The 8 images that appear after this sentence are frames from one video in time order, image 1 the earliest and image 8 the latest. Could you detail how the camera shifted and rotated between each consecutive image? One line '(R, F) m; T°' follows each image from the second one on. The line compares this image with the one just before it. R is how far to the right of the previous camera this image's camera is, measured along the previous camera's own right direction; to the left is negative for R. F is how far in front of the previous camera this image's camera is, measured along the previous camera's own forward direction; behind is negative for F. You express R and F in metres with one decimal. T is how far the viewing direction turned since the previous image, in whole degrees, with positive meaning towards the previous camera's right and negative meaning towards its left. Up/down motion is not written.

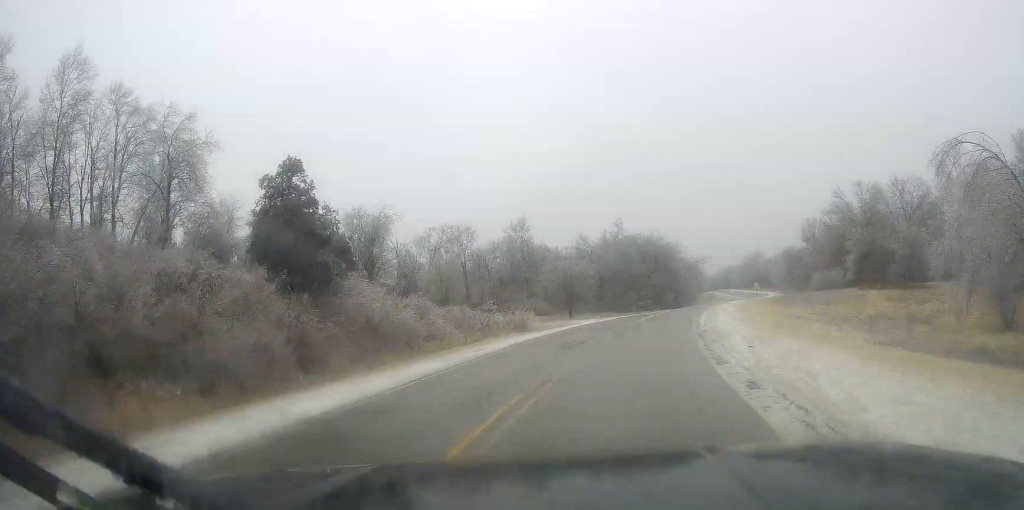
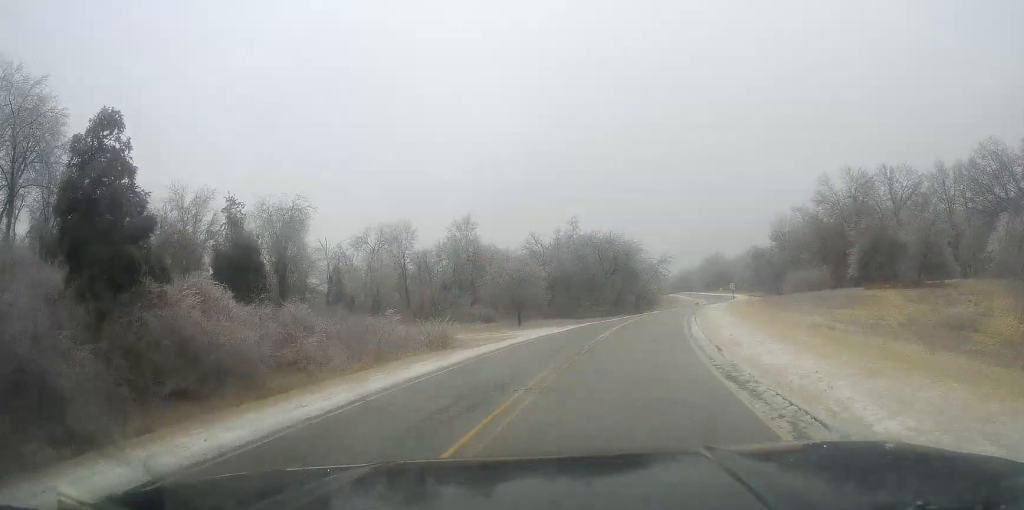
(+0.7, +12.9) m; +3°
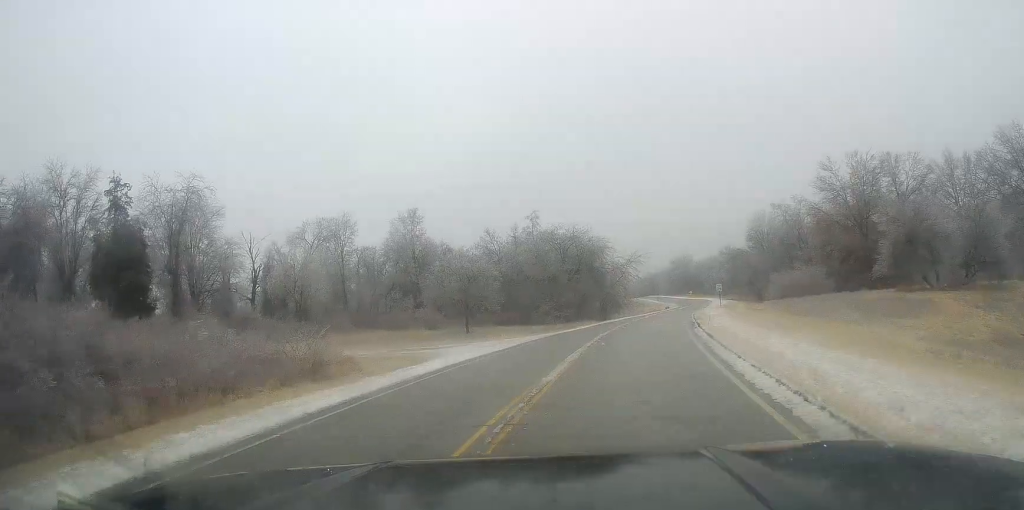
(0.0, +13.8) m; +2°
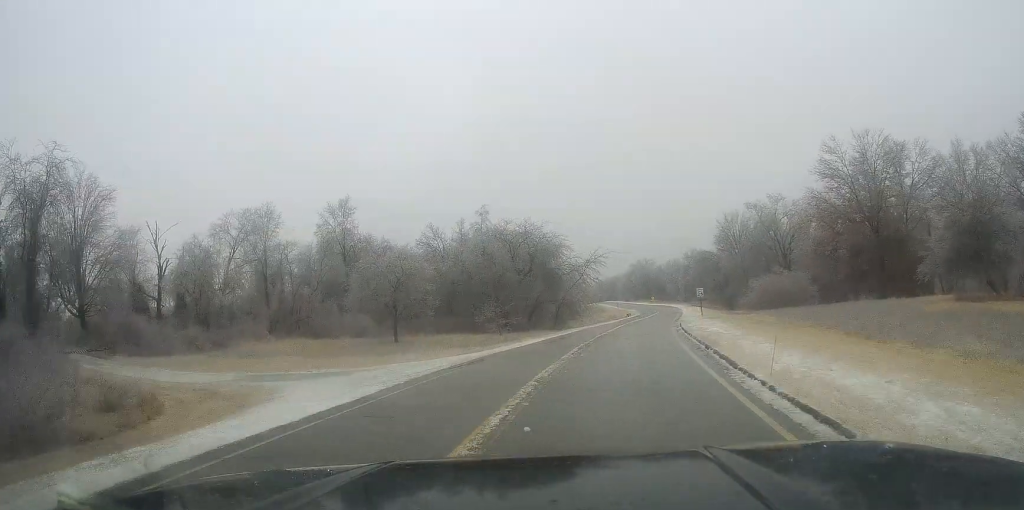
(+0.6, +13.4) m; +4°
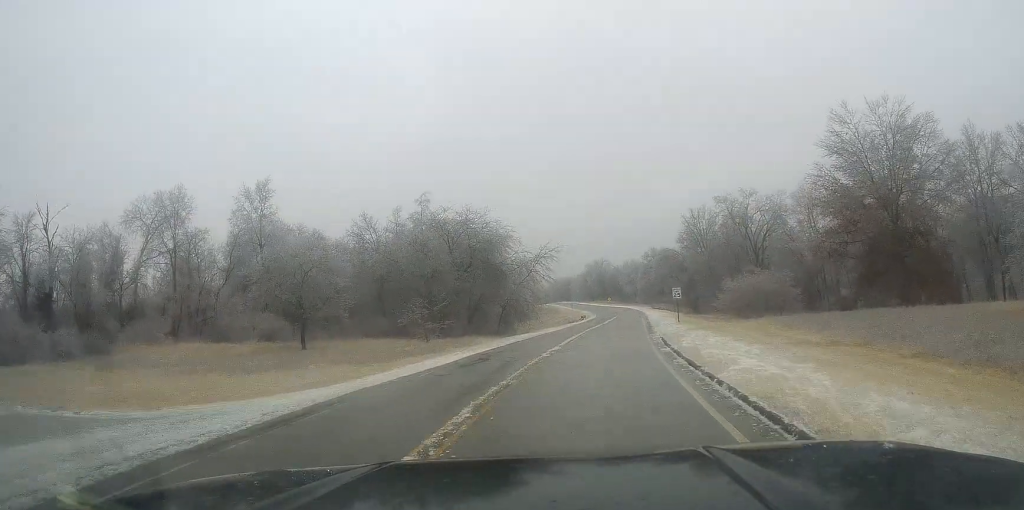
(+0.2, +13.1) m; +3°
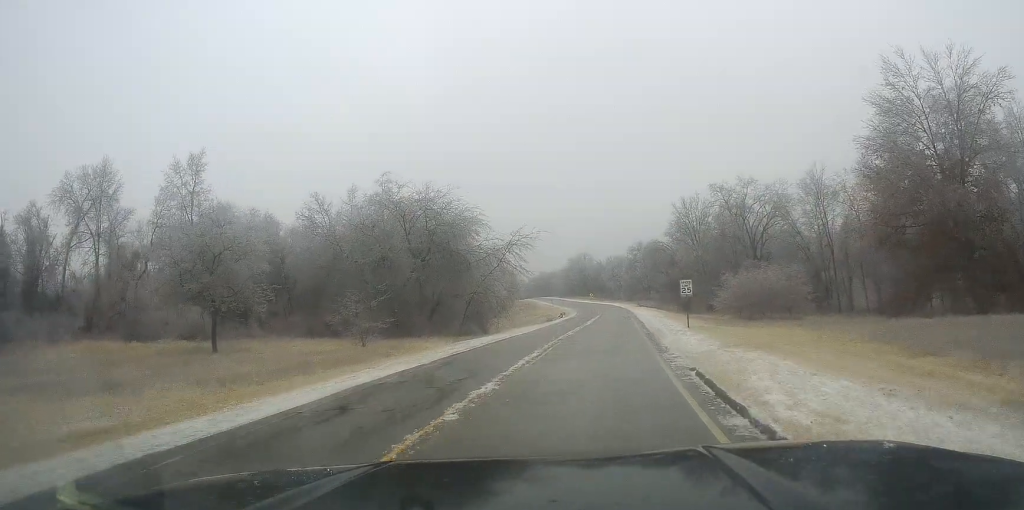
(+0.5, +12.6) m; +5°
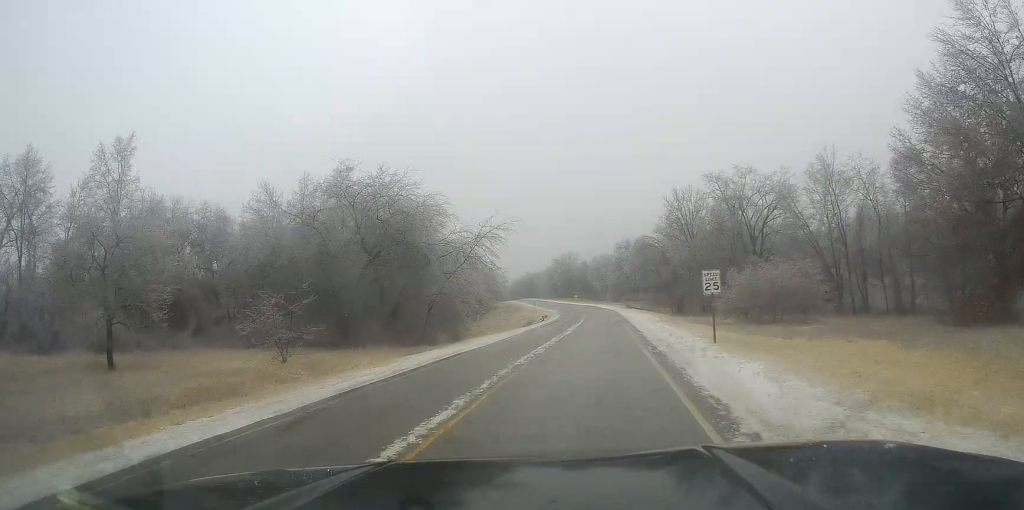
(+0.5, +10.6) m; +3°
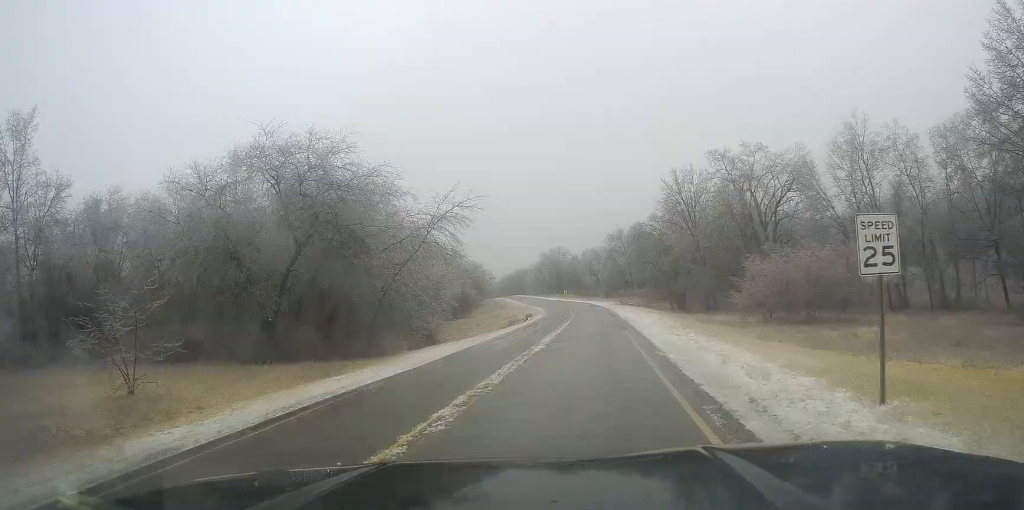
(+0.1, +13.4) m; -2°
